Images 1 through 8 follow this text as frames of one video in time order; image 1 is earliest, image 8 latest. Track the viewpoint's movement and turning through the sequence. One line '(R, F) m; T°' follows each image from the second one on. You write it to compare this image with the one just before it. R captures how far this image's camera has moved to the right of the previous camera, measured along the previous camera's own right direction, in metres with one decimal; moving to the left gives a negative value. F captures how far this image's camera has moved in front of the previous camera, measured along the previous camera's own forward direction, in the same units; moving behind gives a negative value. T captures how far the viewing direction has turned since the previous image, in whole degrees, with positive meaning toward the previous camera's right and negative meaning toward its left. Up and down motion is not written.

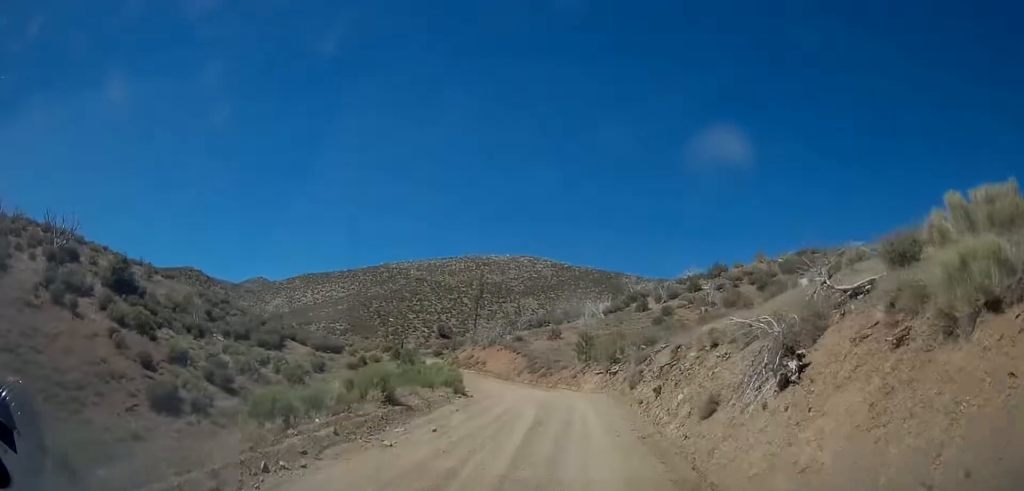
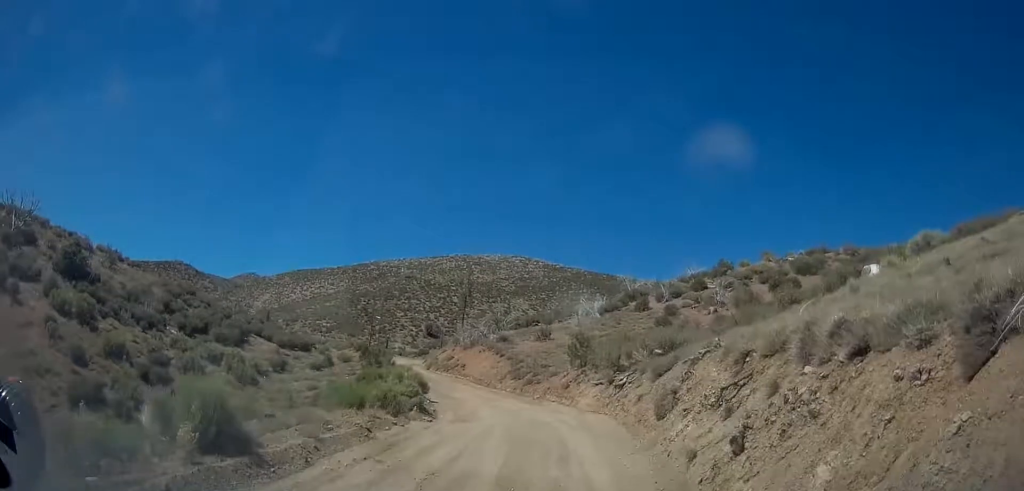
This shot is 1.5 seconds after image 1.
(+0.9, +6.3) m; +4°
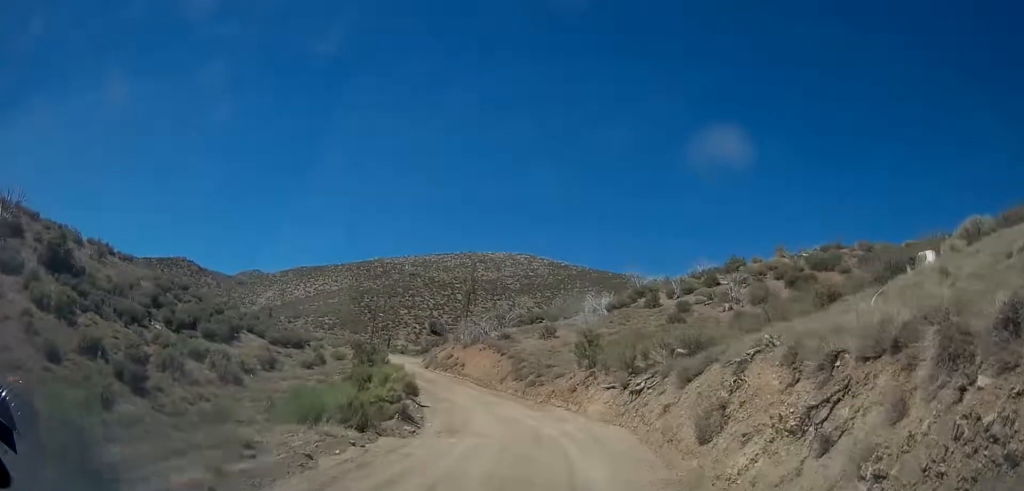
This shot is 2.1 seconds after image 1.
(-0.5, +2.9) m; -1°
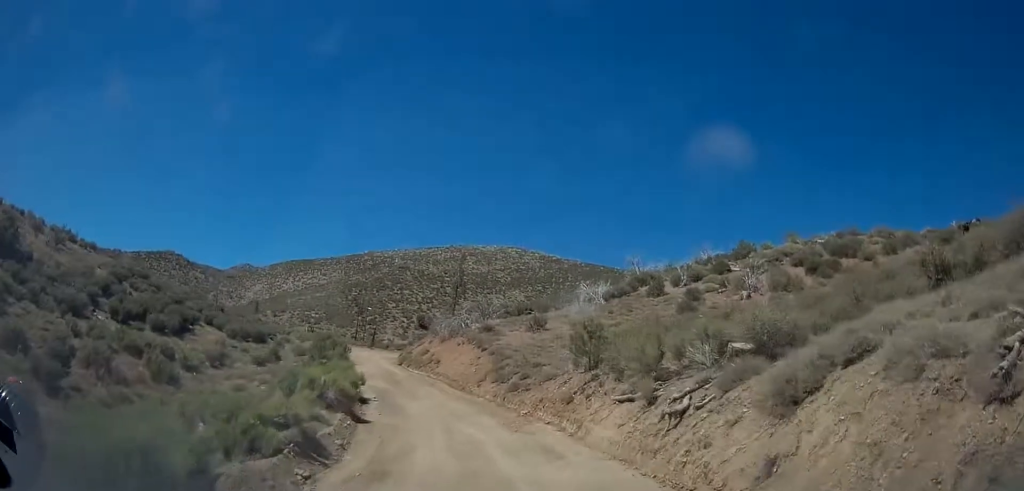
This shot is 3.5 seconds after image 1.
(+0.4, +6.7) m; -1°
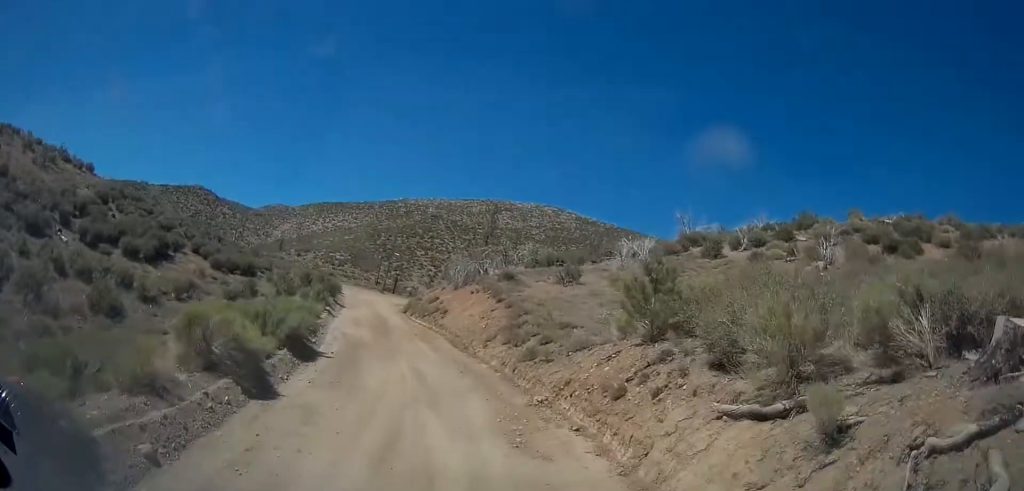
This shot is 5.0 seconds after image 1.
(-0.2, +7.5) m; 0°
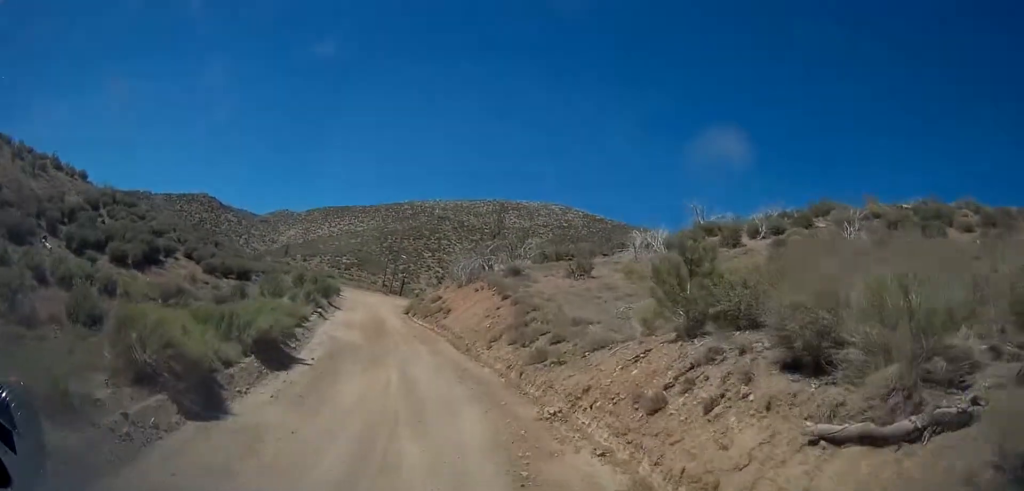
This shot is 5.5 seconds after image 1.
(+0.2, +2.3) m; -1°
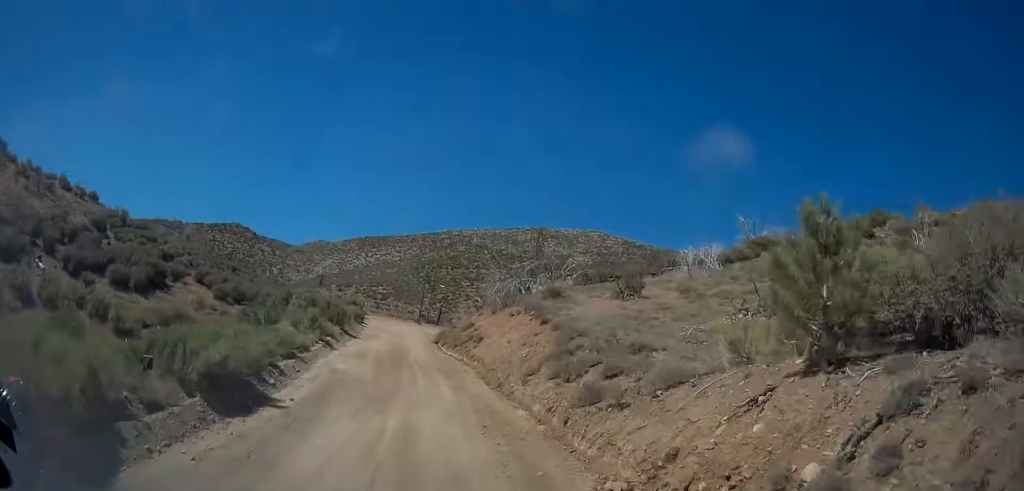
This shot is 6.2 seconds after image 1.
(-0.4, +3.7) m; -12°
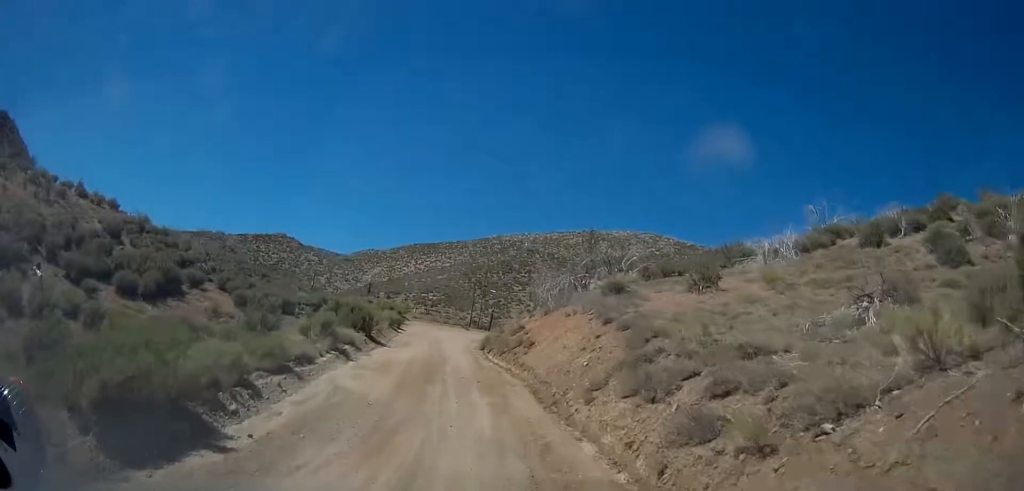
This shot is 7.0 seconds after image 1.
(-0.5, +3.9) m; -3°
